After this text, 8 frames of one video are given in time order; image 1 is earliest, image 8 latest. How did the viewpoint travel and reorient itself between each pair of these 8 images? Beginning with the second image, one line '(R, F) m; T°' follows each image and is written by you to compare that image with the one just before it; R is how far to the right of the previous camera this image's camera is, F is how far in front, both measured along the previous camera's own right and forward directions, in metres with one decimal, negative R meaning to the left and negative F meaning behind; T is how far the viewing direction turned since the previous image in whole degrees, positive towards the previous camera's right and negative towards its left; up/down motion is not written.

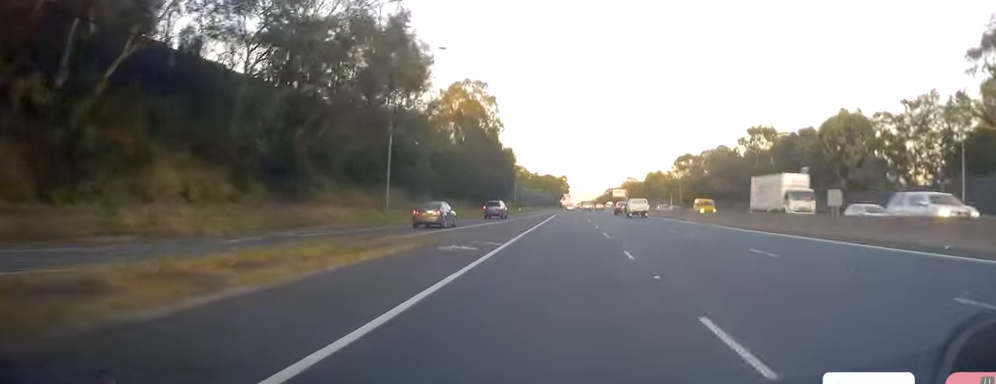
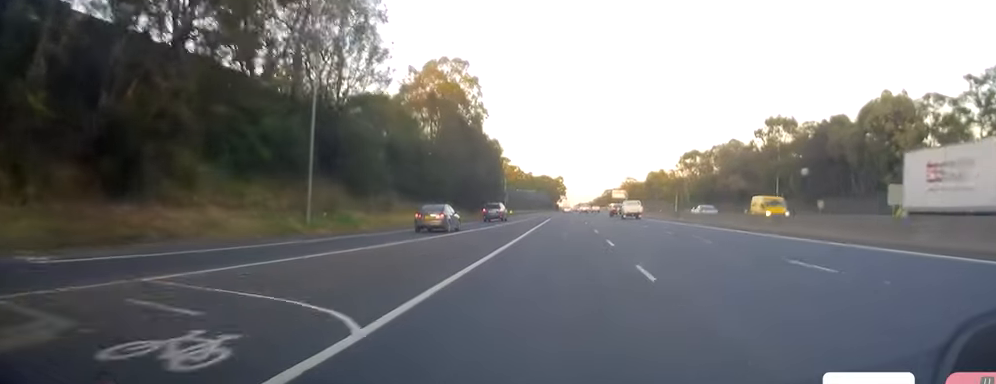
(0.0, +16.2) m; 0°
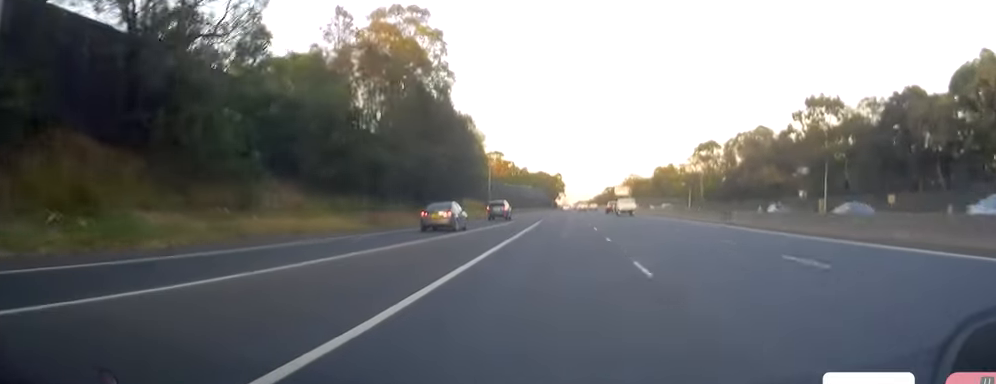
(-0.4, +24.1) m; 0°
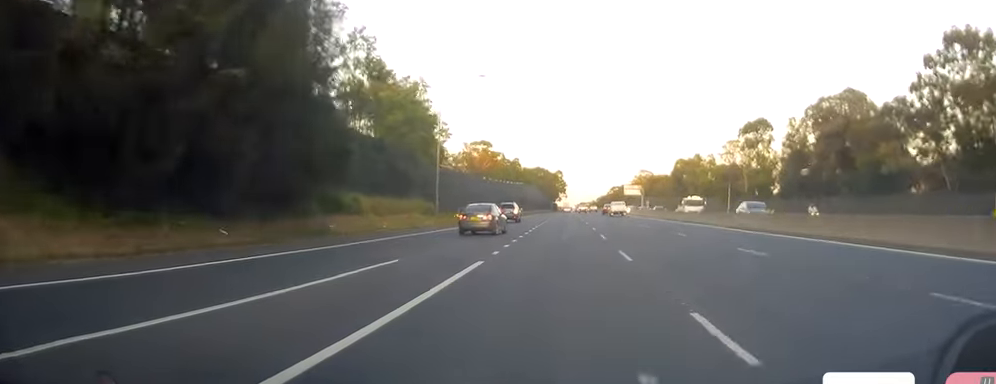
(+1.0, +43.4) m; +1°
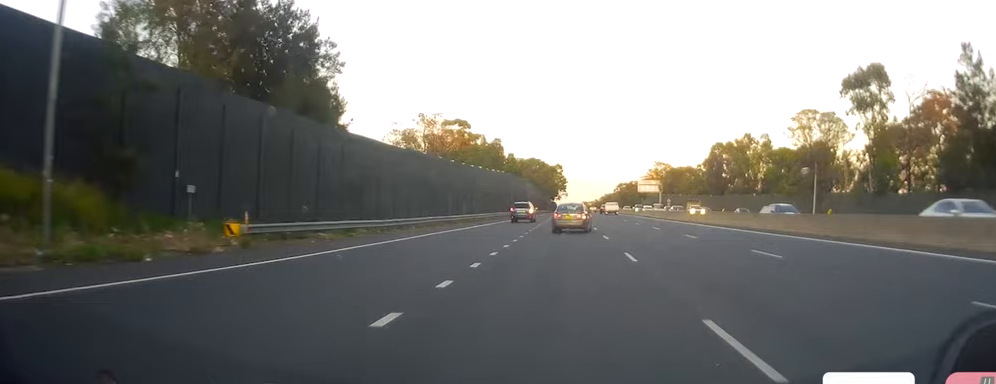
(-0.7, +48.8) m; -1°
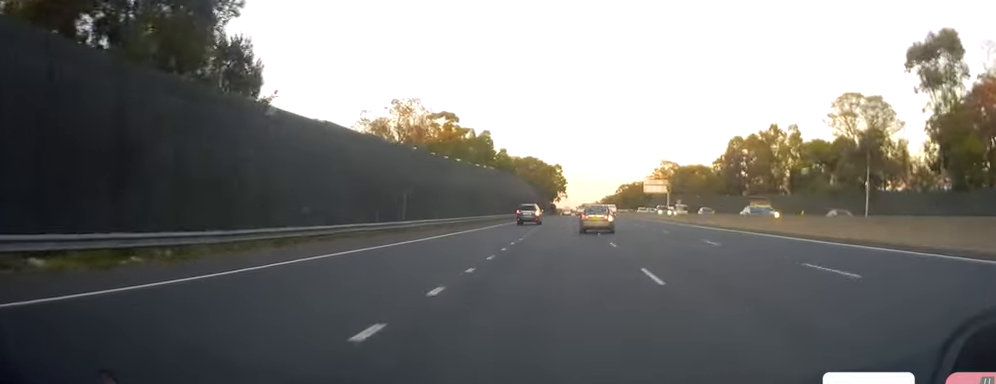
(0.0, +16.6) m; 0°
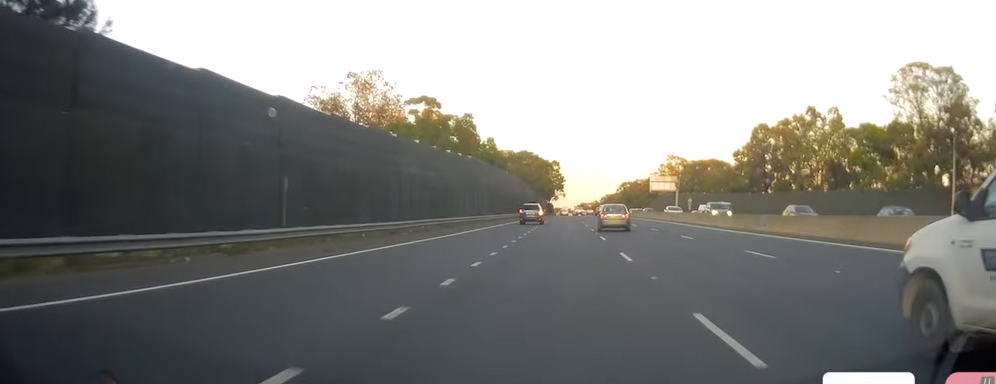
(+0.1, +18.2) m; 0°
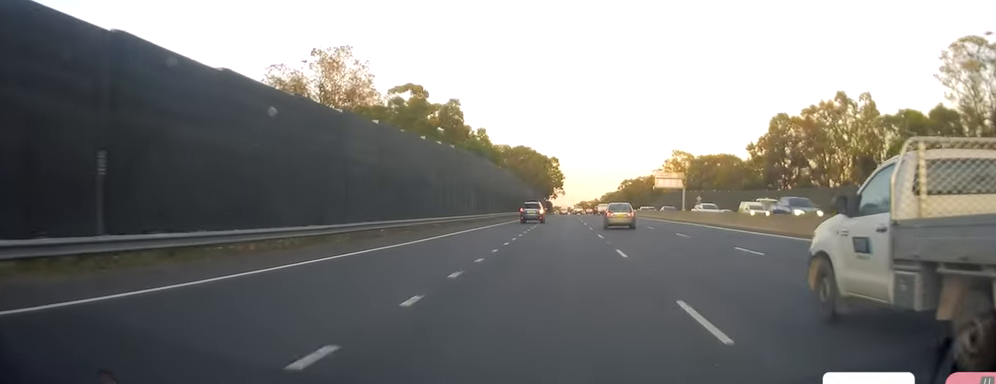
(0.0, +10.7) m; 0°
